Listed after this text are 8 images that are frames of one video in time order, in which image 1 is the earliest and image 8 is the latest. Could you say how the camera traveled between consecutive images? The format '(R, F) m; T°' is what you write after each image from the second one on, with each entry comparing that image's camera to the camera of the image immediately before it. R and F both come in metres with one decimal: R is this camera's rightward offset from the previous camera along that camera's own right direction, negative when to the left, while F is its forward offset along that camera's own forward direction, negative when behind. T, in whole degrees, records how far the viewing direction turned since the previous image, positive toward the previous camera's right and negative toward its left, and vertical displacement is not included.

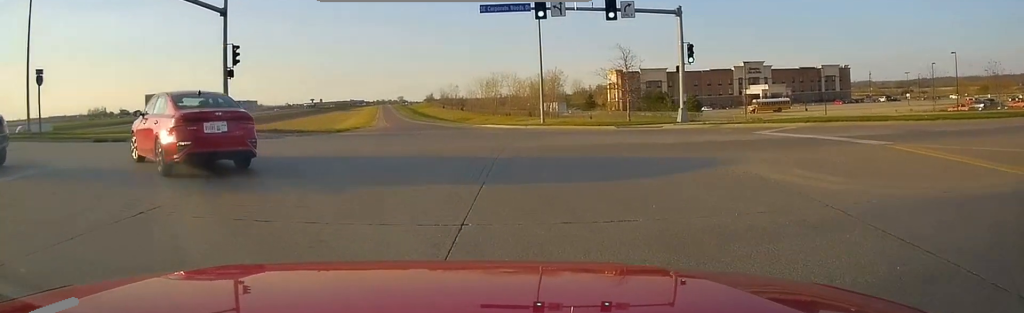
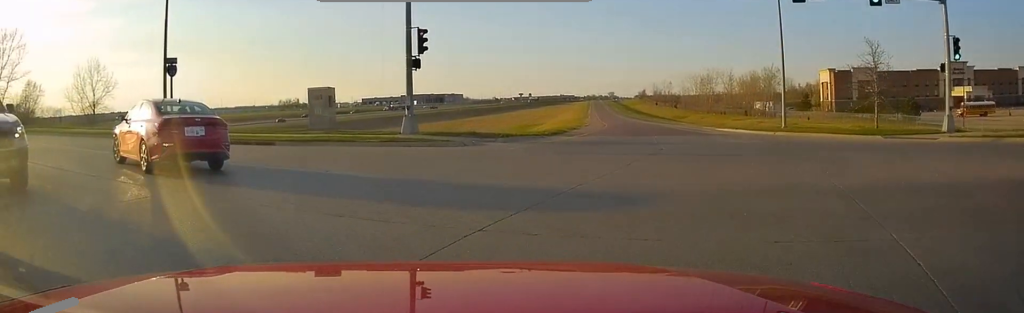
(-0.2, +5.8) m; -15°
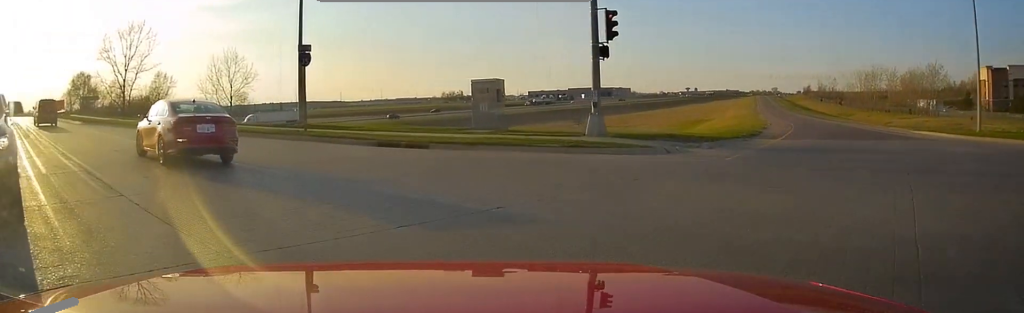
(-0.5, +3.9) m; -19°
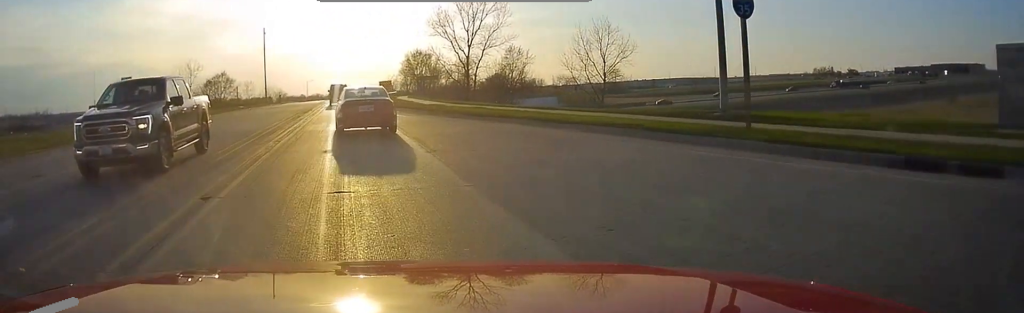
(-3.2, +9.1) m; -29°
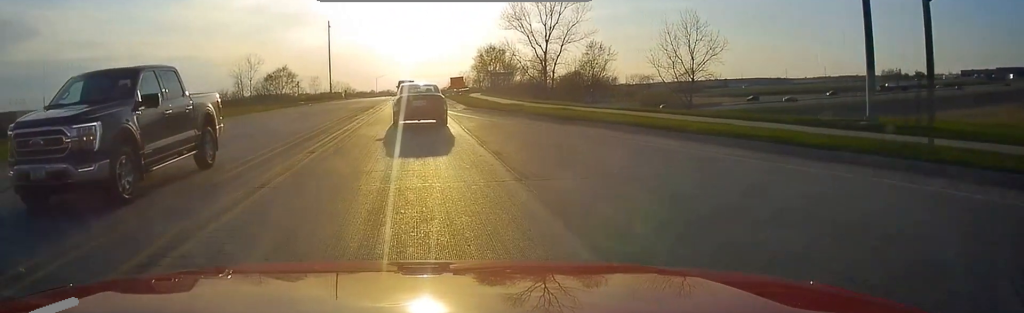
(0.0, +3.8) m; -7°
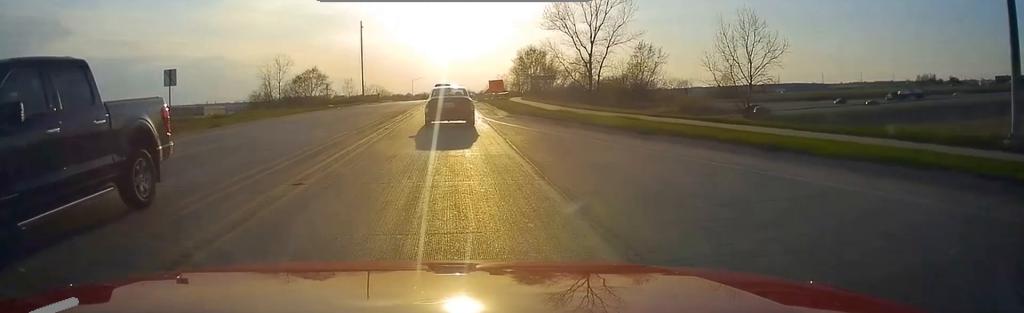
(-0.3, +3.8) m; -6°
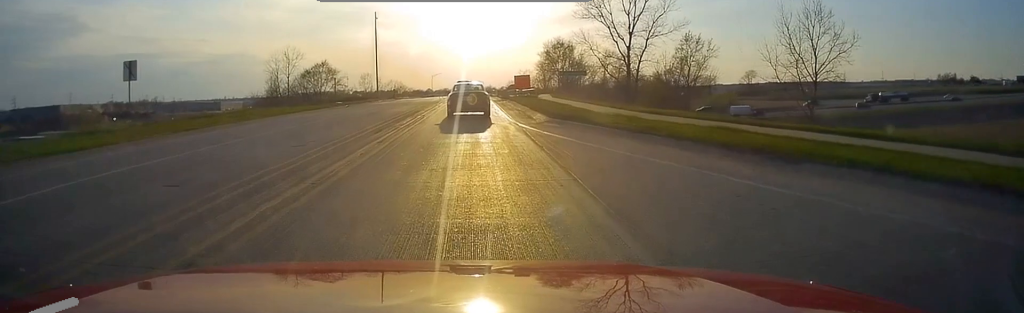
(-0.6, +6.4) m; -9°
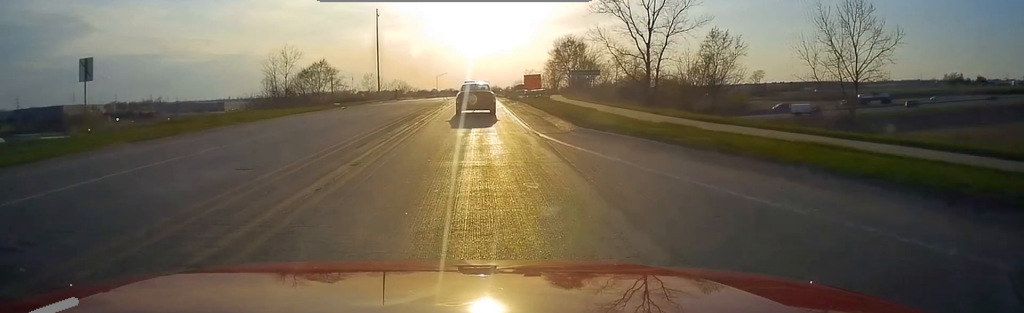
(-0.2, +4.2) m; 0°
